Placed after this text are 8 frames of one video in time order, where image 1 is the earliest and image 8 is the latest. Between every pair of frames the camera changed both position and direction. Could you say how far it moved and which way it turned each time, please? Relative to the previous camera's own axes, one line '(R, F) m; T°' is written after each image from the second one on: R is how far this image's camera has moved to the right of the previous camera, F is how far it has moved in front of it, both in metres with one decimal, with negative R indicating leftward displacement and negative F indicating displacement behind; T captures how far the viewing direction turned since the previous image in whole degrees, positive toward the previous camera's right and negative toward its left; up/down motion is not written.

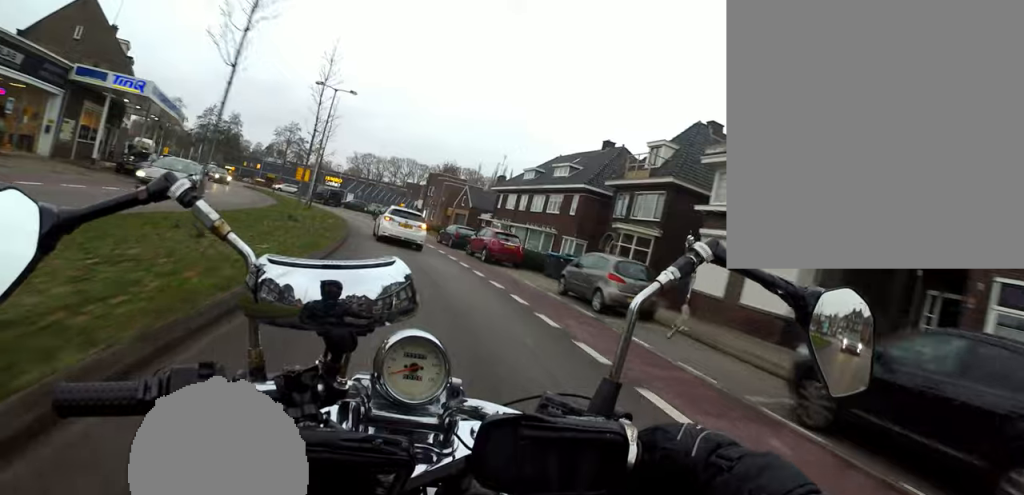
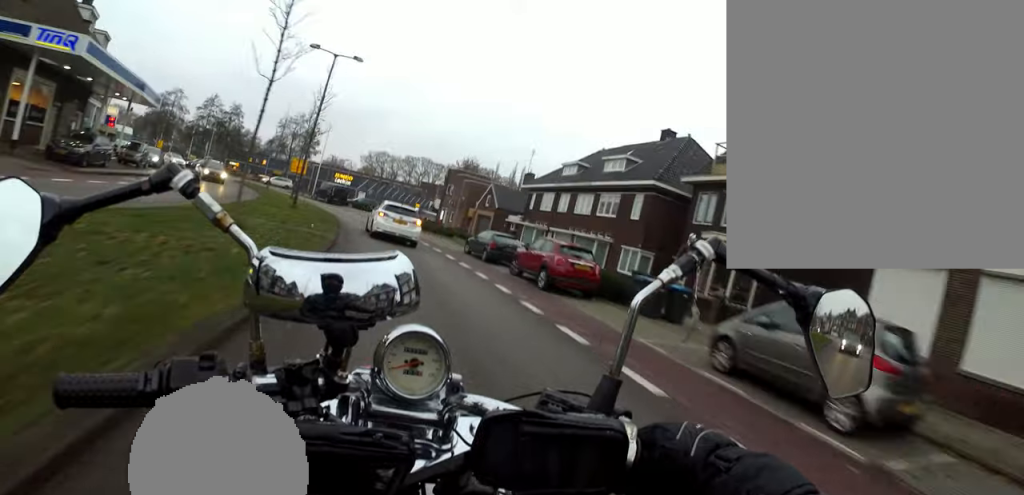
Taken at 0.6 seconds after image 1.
(+0.1, +7.2) m; -3°
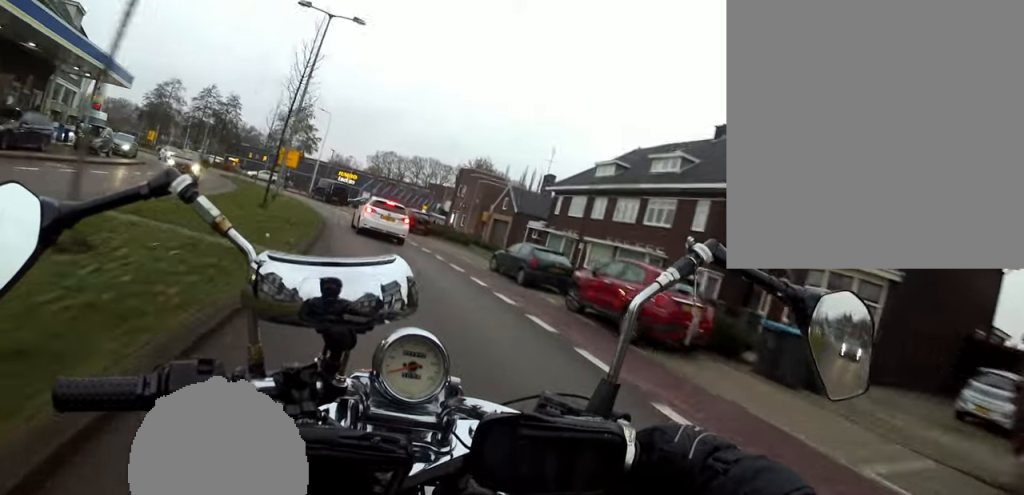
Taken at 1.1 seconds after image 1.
(-0.3, +5.3) m; -4°
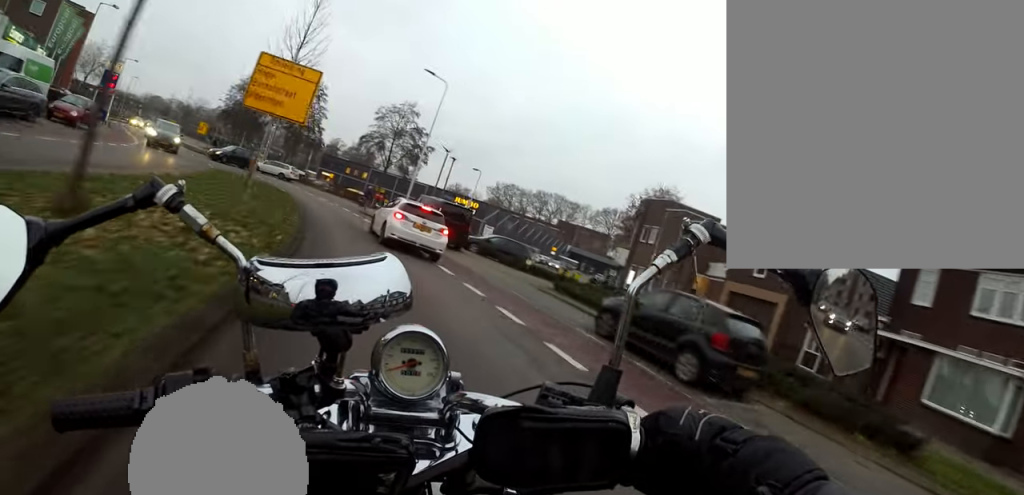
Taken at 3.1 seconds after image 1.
(-2.6, +20.9) m; -19°
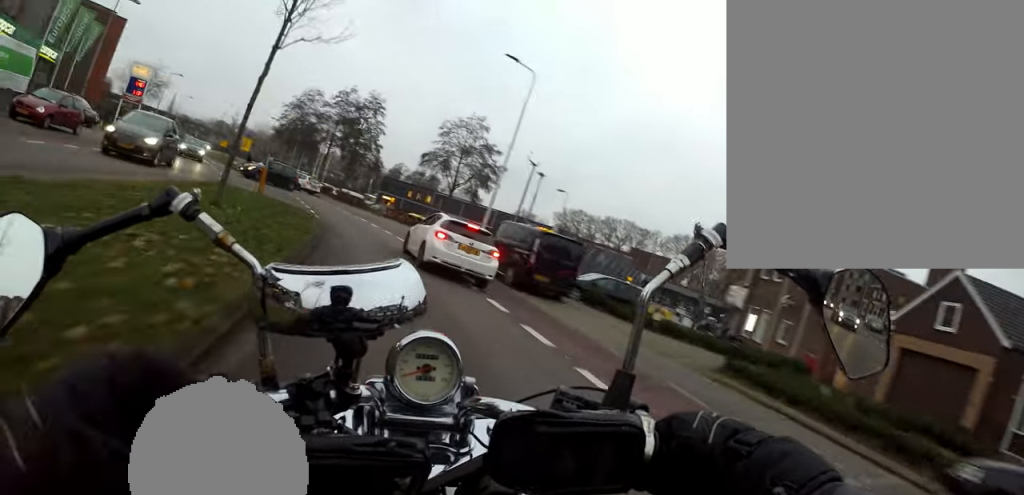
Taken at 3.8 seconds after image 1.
(-0.3, +6.0) m; -8°
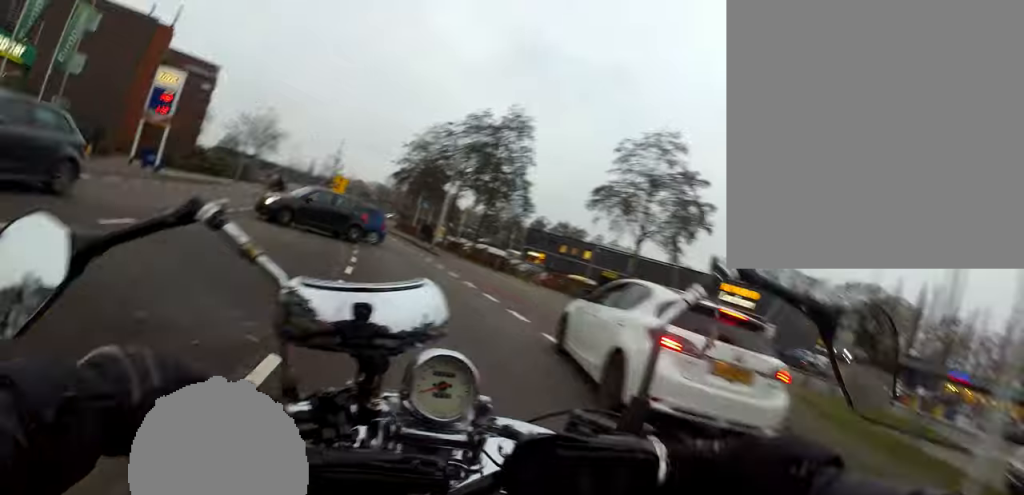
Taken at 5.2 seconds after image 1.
(-1.2, +12.5) m; -4°
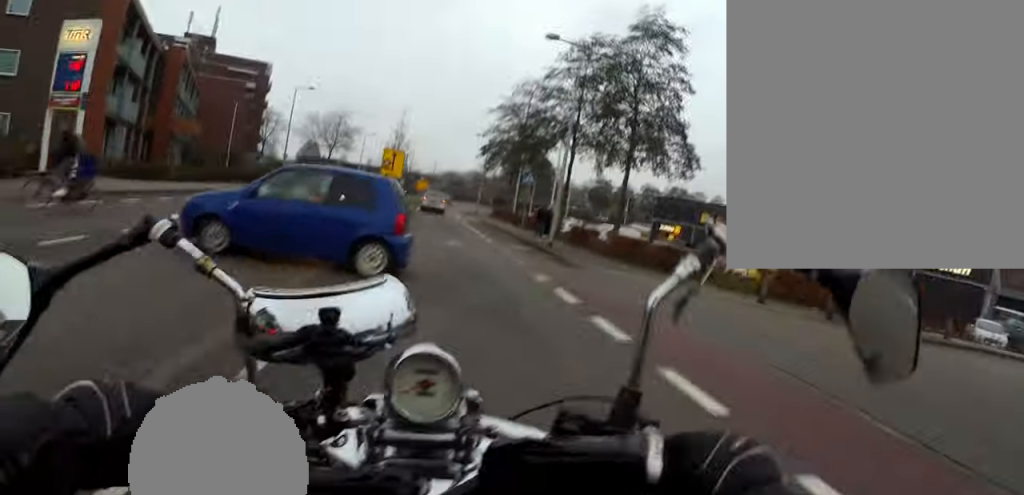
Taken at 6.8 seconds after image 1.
(-1.1, +8.7) m; -18°
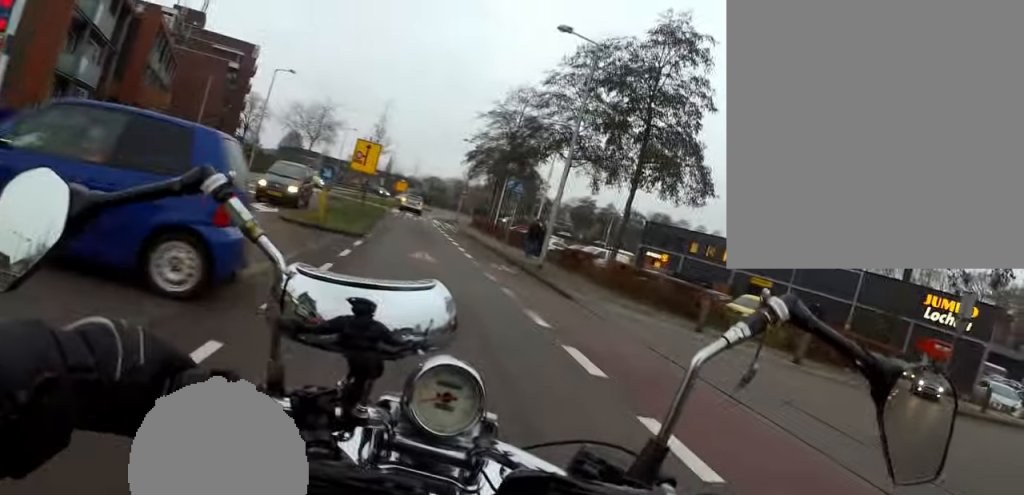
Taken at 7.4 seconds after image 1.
(-0.4, +2.8) m; -4°
